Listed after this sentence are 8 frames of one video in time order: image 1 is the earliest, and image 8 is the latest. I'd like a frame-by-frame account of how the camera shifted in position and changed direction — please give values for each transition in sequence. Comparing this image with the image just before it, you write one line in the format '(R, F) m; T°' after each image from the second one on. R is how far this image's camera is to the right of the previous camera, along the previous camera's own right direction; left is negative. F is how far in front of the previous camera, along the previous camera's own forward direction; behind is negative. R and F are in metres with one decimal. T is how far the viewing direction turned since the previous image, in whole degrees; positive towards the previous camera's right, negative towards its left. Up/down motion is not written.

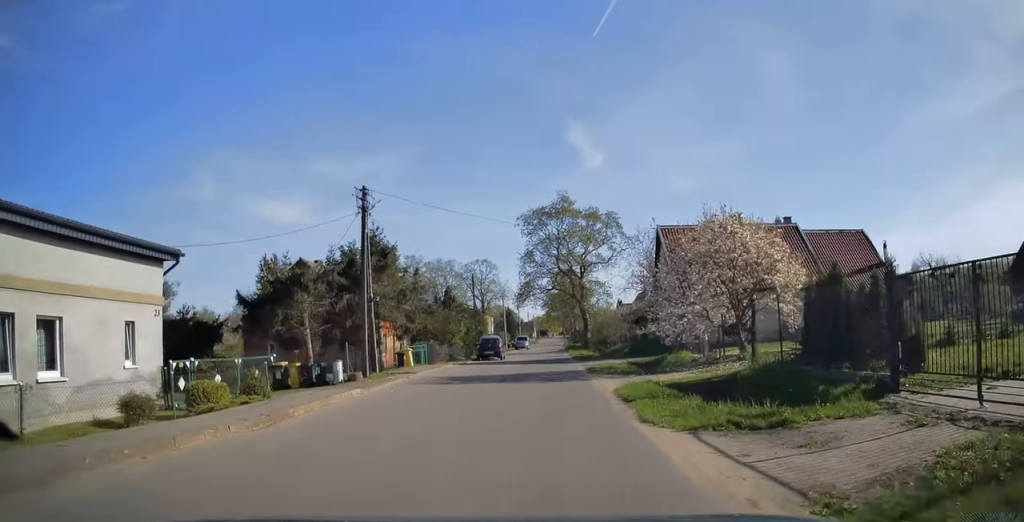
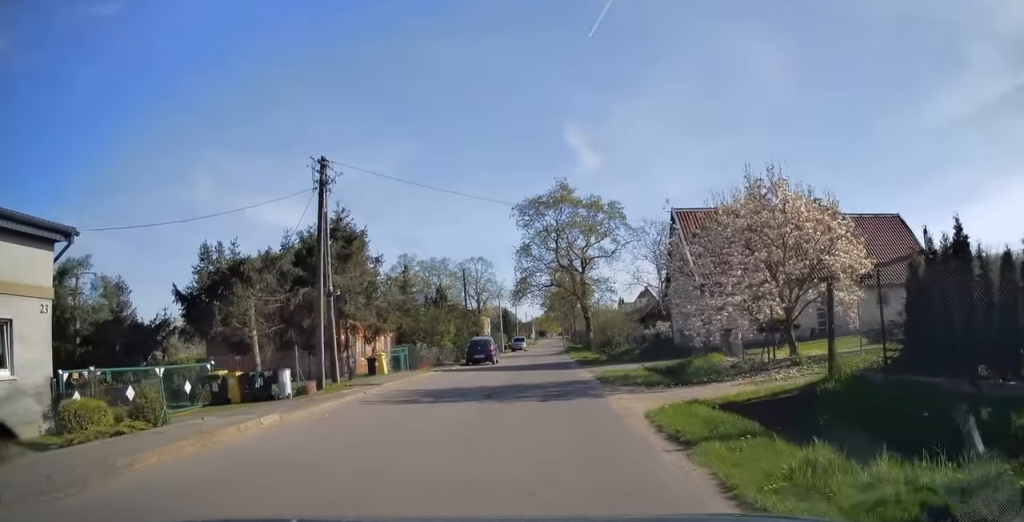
(0.0, +4.8) m; 0°
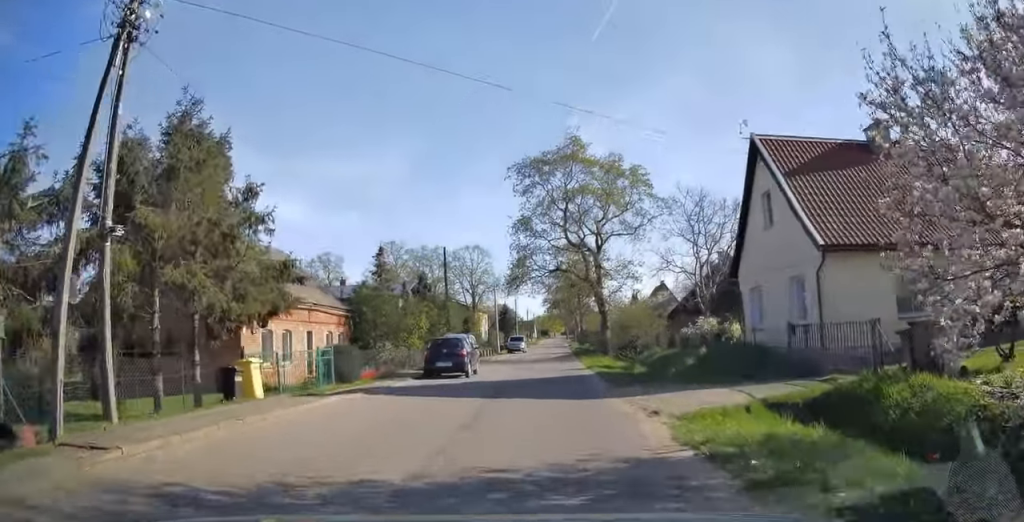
(0.0, +12.0) m; 0°
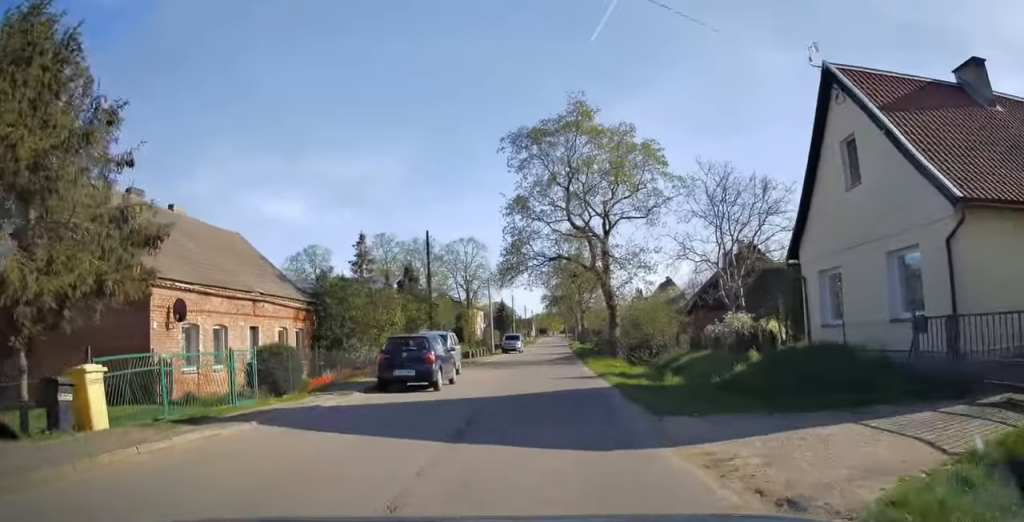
(0.0, +5.8) m; 0°
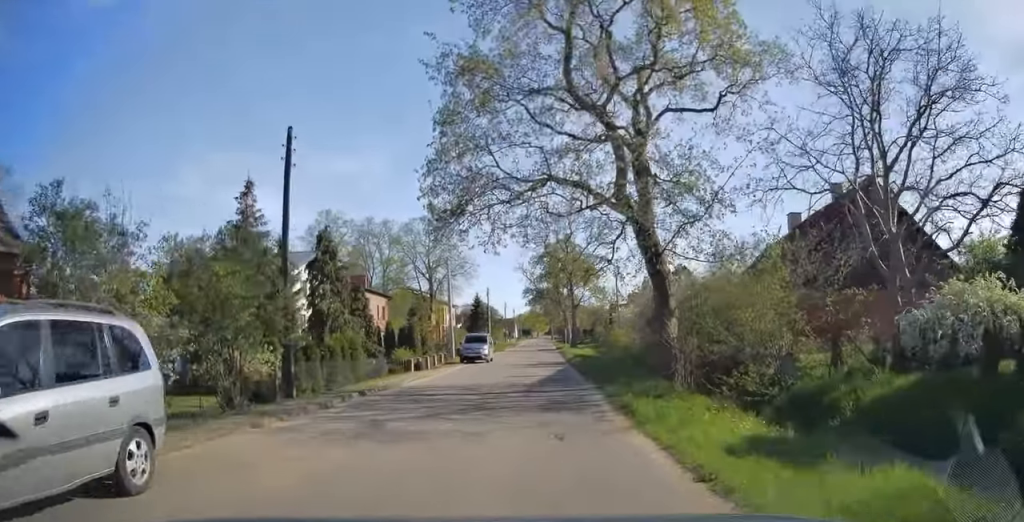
(+0.1, +18.3) m; +1°
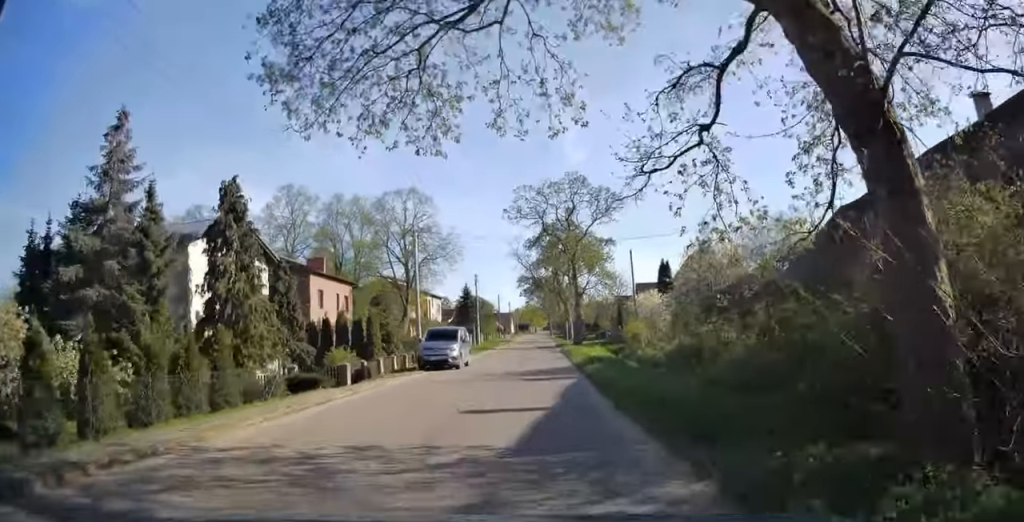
(+0.1, +11.7) m; +1°
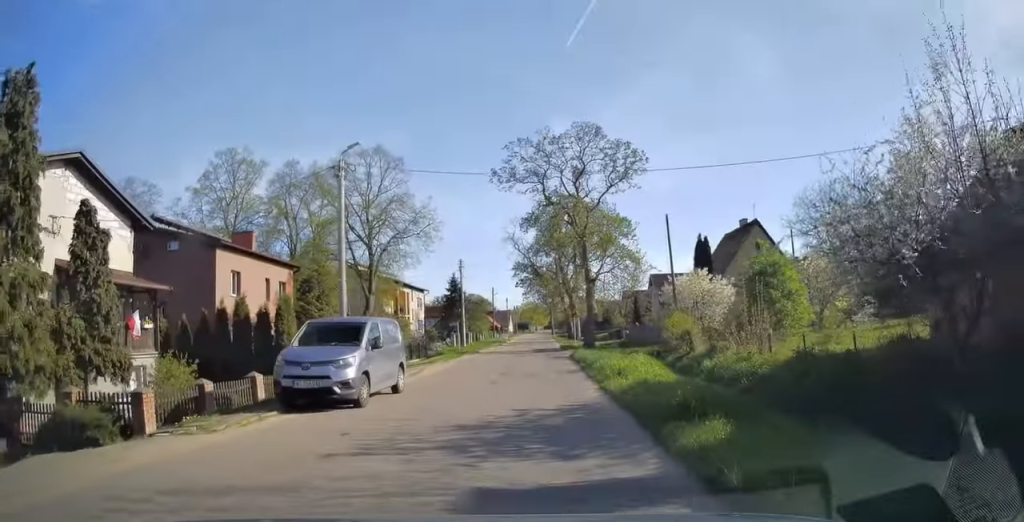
(+0.1, +13.6) m; 0°
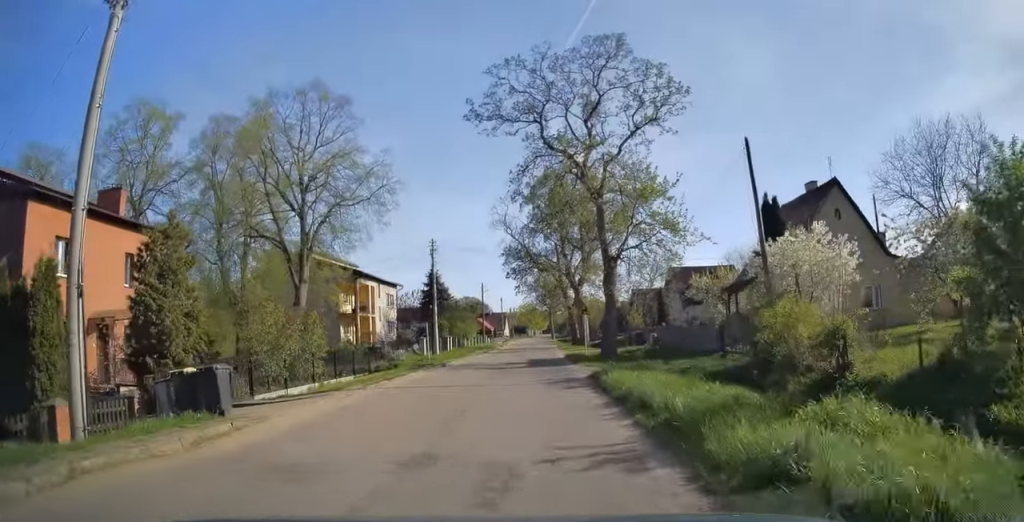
(-0.1, +14.0) m; 0°
